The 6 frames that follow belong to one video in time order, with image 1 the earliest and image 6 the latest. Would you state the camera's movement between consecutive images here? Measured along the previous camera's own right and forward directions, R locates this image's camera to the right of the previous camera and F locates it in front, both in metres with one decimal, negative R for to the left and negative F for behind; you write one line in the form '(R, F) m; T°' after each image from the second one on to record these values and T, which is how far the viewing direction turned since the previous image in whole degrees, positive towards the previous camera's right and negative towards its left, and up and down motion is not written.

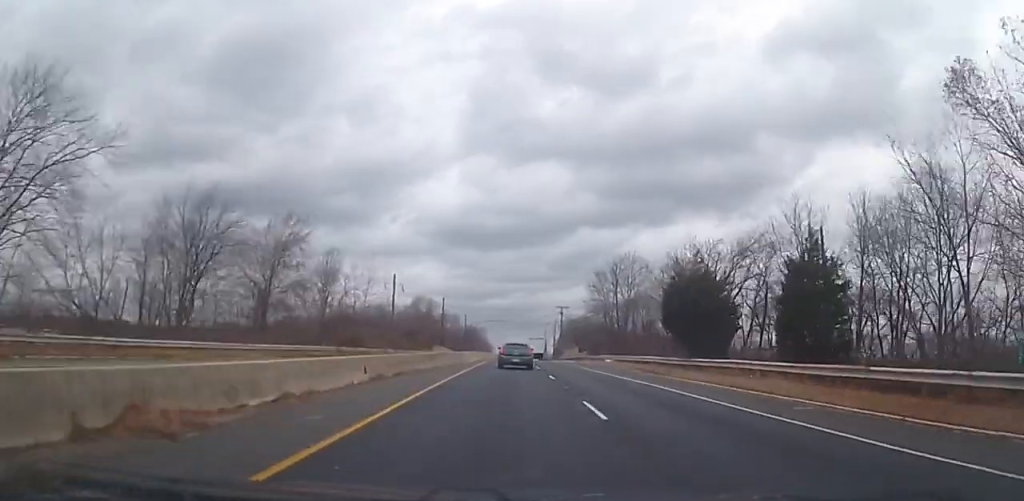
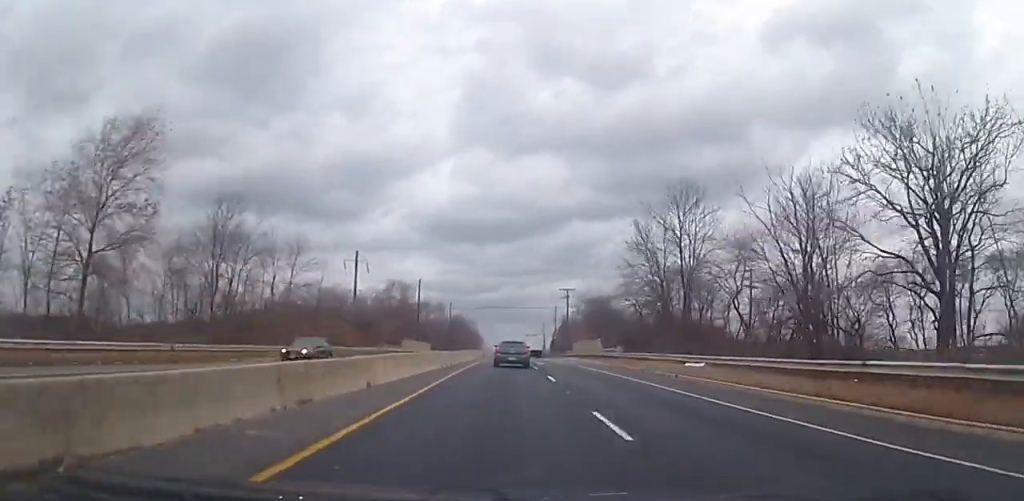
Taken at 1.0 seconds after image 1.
(-0.2, +26.8) m; +1°
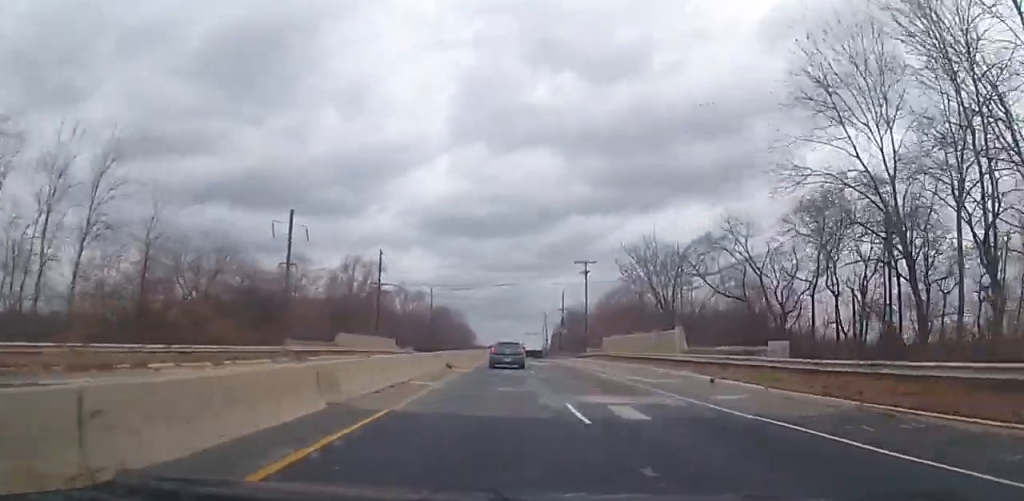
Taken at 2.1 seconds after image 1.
(+0.6, +30.0) m; +1°
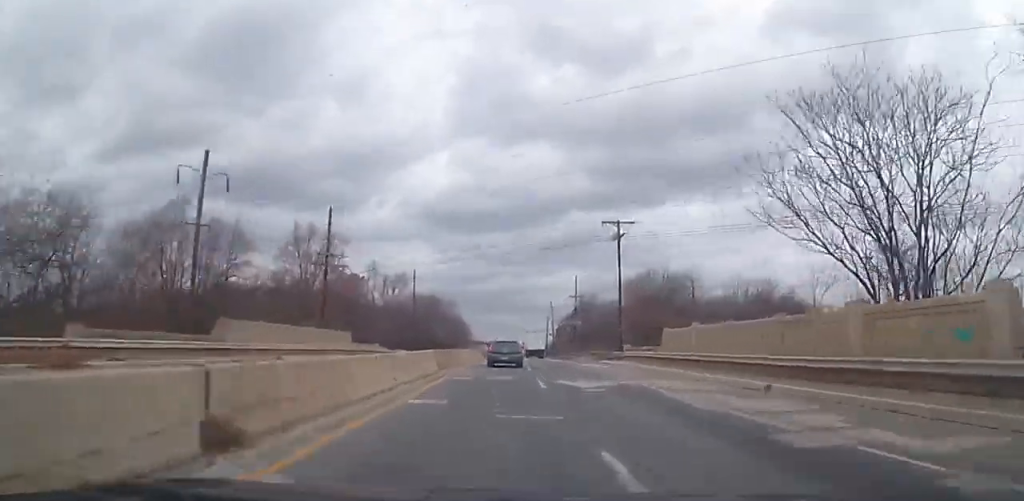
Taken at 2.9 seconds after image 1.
(-0.1, +22.4) m; 0°
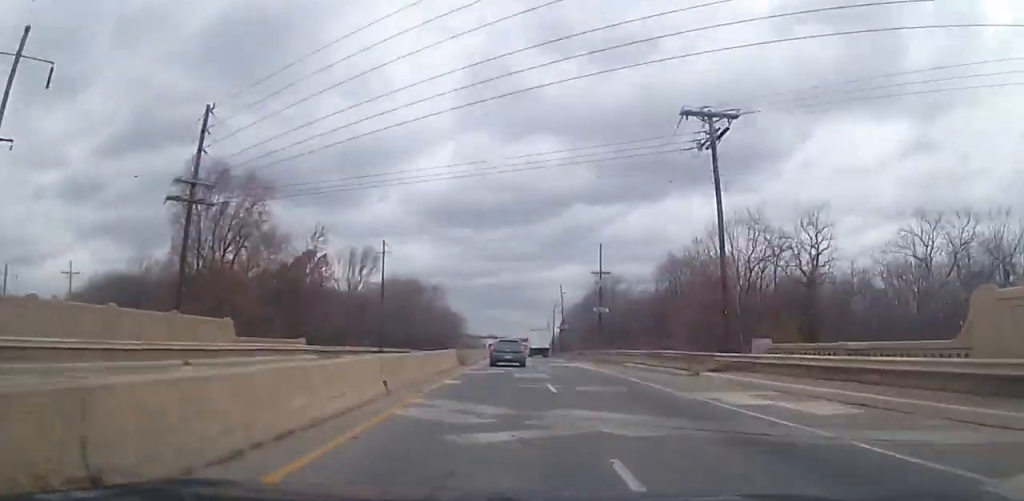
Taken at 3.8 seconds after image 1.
(+0.1, +25.0) m; +1°
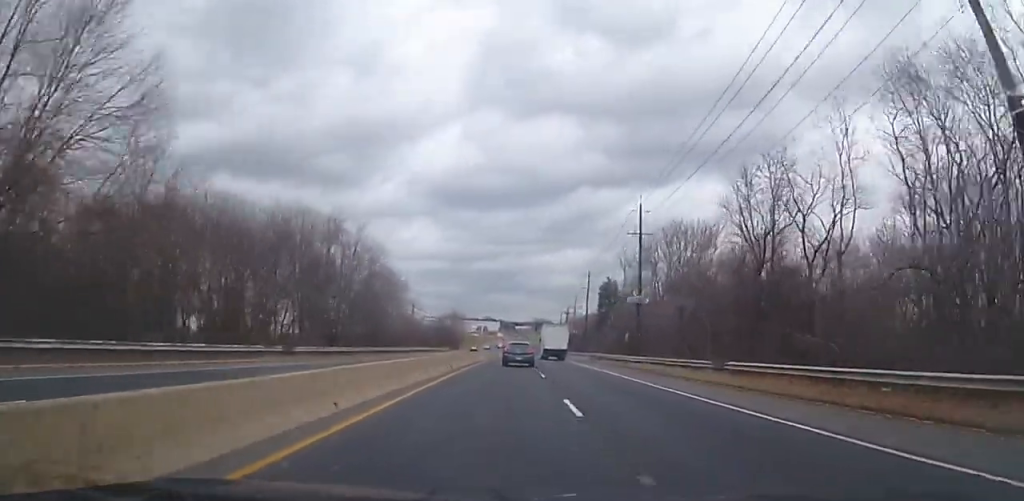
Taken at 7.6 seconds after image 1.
(-0.3, +100.2) m; -1°
